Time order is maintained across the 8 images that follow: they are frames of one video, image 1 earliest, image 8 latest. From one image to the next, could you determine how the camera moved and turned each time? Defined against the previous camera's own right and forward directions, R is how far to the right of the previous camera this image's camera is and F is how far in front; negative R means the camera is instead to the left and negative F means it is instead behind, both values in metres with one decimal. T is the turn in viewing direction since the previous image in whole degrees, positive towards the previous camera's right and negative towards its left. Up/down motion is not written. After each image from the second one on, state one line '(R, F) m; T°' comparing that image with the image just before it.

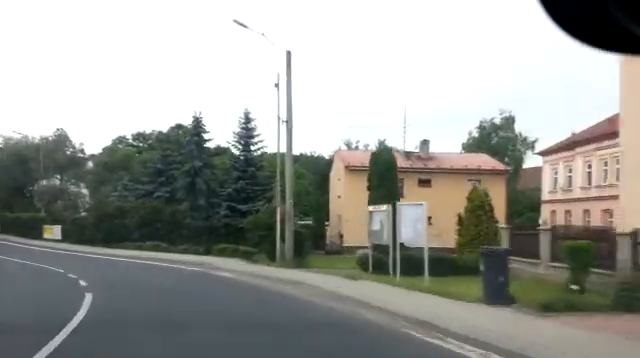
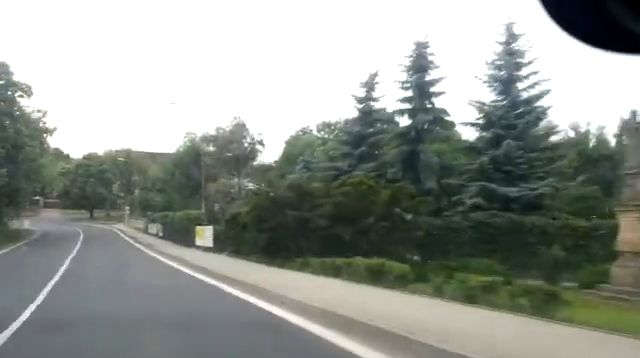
(-2.5, +19.6) m; -9°
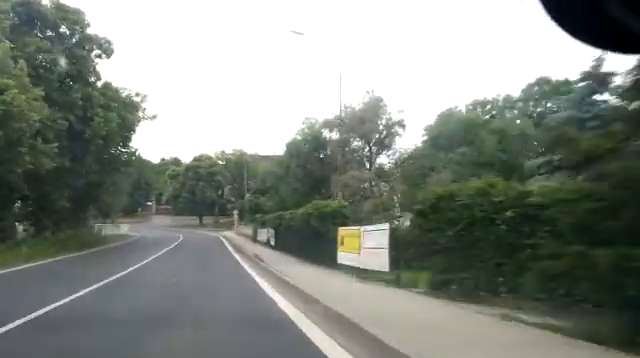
(-0.3, +15.0) m; -2°
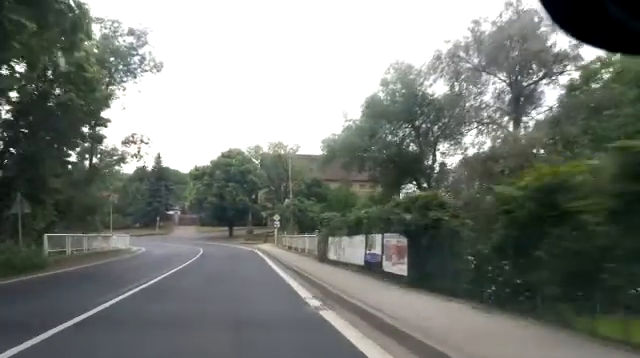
(-0.4, +19.6) m; -4°
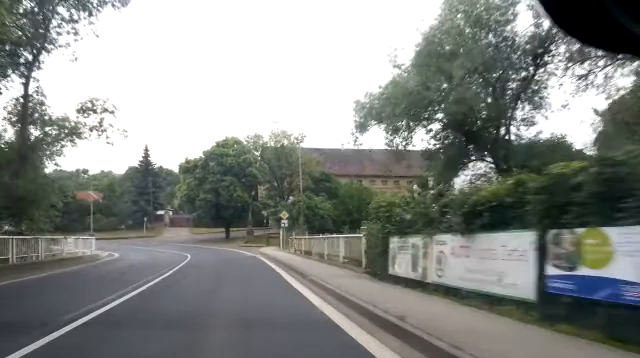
(-0.2, +9.6) m; -3°
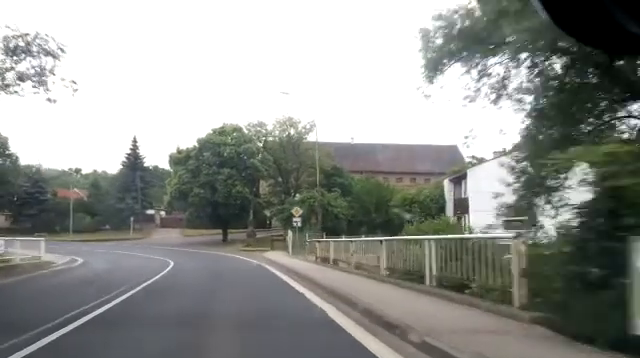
(-0.1, +8.5) m; -3°
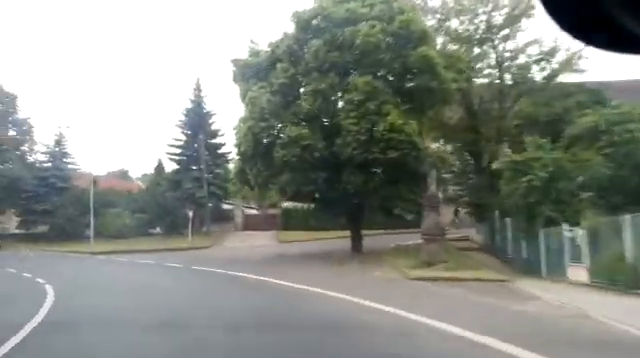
(-4.5, +30.0) m; -20°
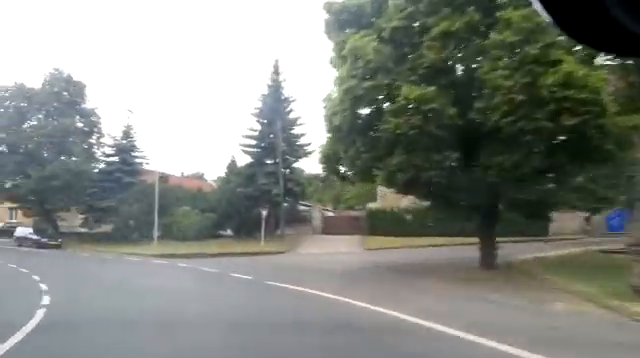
(0.0, +6.4) m; -7°
